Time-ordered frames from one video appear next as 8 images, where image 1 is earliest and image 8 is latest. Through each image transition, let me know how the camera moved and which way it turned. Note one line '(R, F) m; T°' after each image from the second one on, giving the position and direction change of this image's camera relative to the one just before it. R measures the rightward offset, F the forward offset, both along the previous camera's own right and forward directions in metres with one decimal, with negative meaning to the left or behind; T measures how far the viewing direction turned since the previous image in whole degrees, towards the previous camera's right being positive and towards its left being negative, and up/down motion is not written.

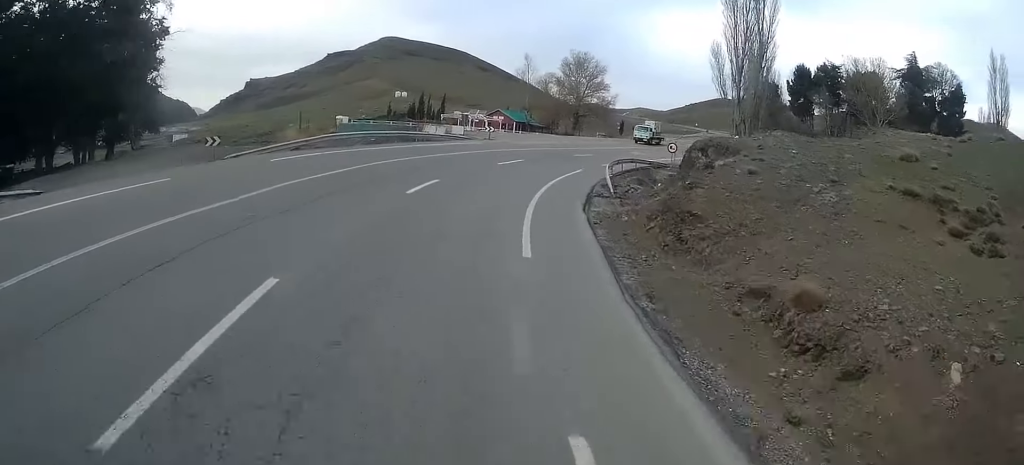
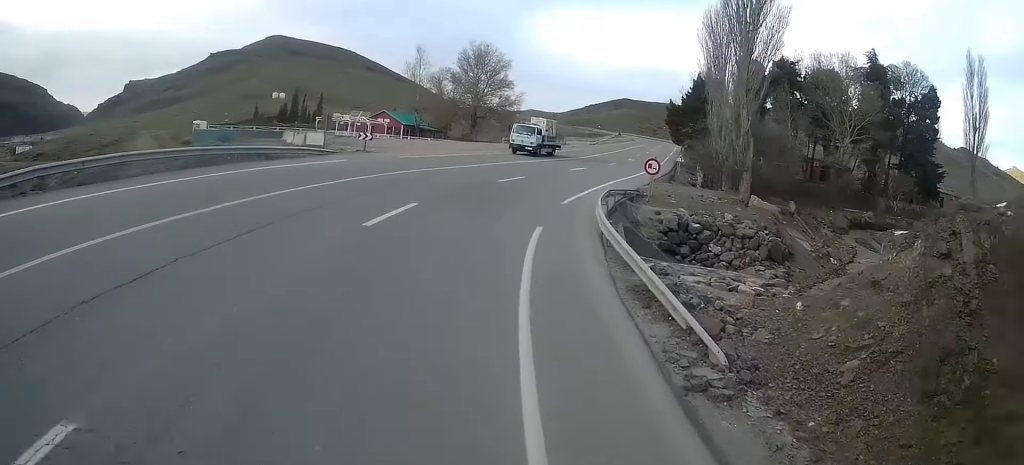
(+1.9, +17.3) m; +11°
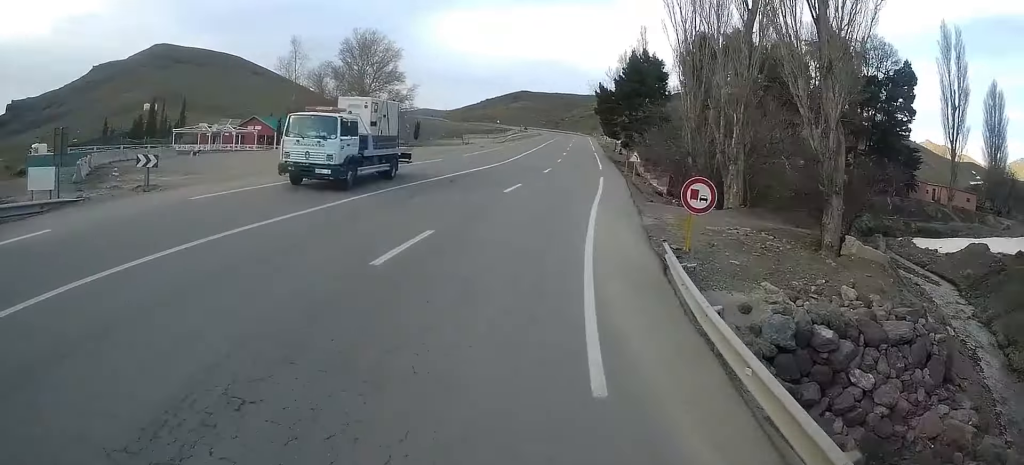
(+1.2, +16.1) m; +6°
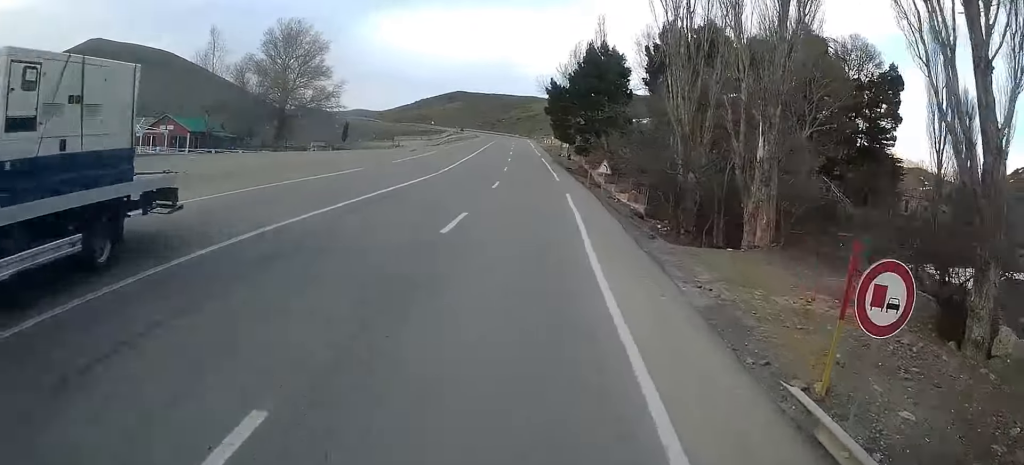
(+0.1, +9.2) m; +3°
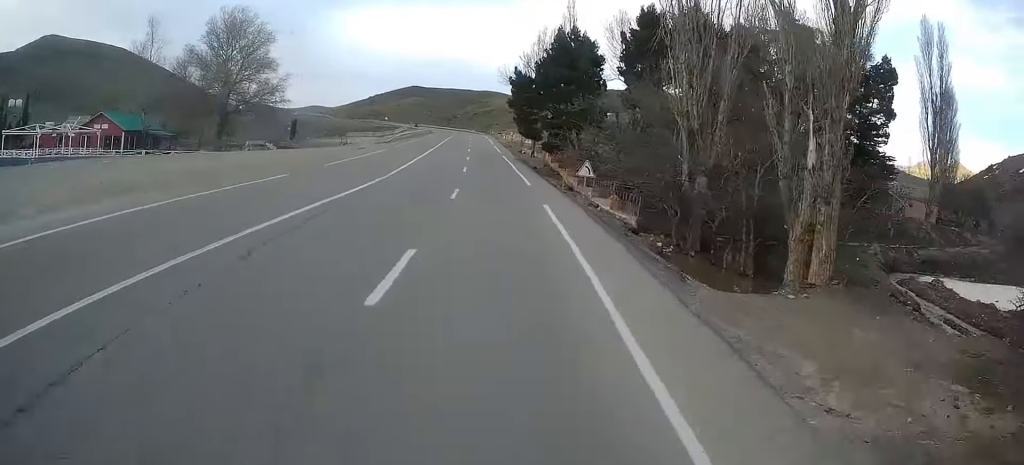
(+0.2, +6.2) m; +3°
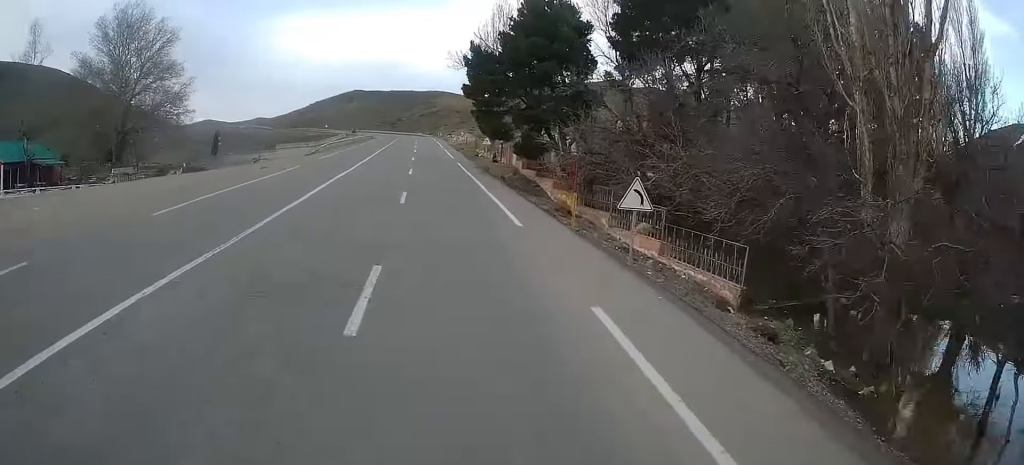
(+1.0, +14.4) m; +6°
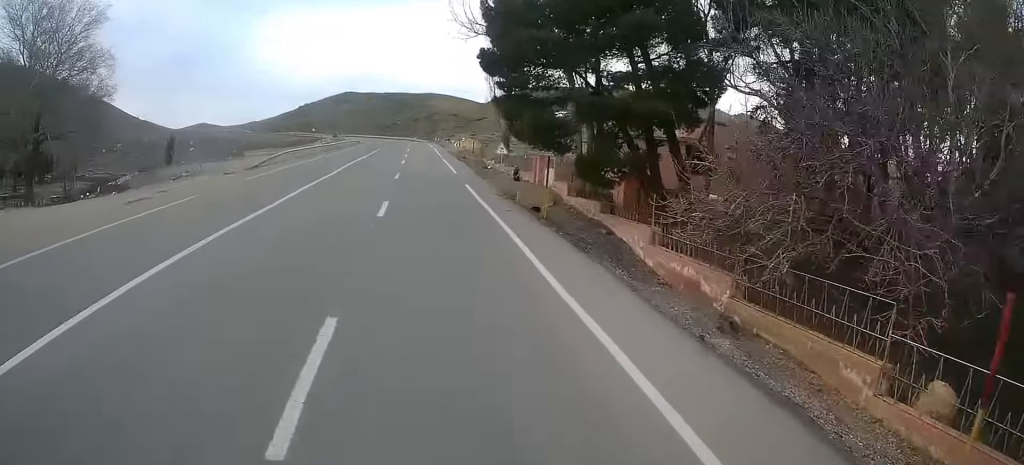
(+0.5, +15.8) m; +2°
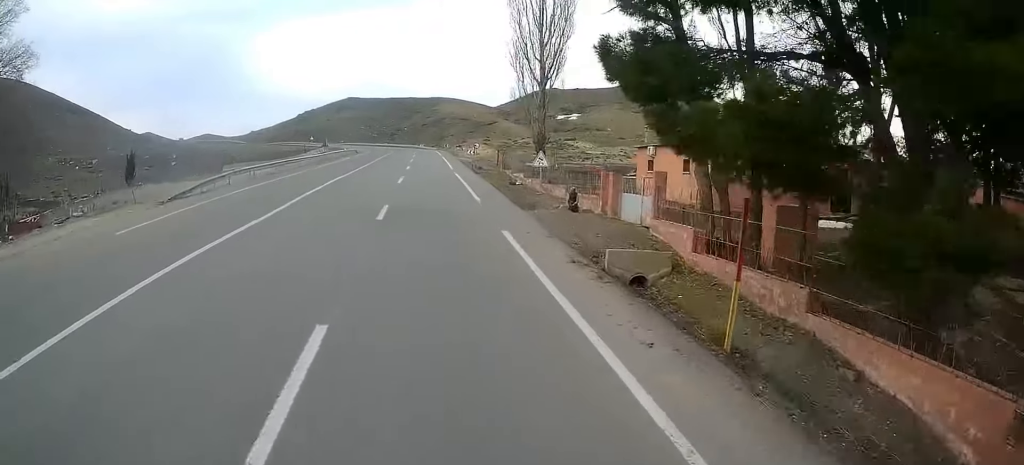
(+0.1, +12.9) m; +1°
